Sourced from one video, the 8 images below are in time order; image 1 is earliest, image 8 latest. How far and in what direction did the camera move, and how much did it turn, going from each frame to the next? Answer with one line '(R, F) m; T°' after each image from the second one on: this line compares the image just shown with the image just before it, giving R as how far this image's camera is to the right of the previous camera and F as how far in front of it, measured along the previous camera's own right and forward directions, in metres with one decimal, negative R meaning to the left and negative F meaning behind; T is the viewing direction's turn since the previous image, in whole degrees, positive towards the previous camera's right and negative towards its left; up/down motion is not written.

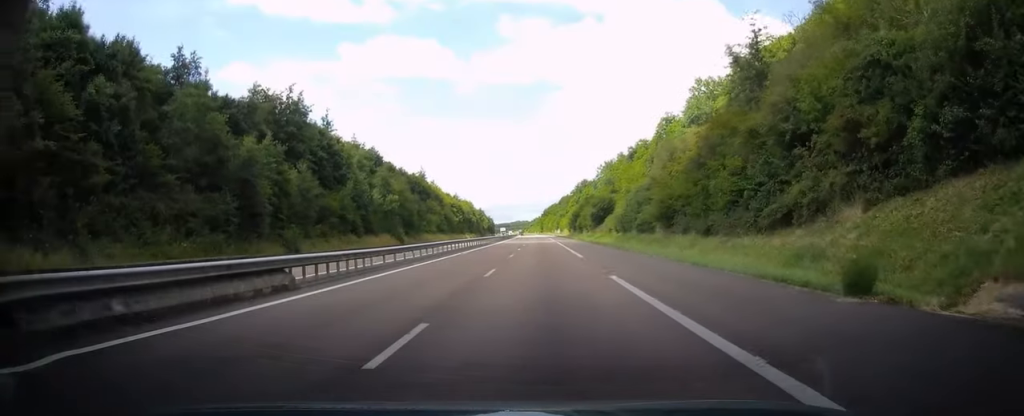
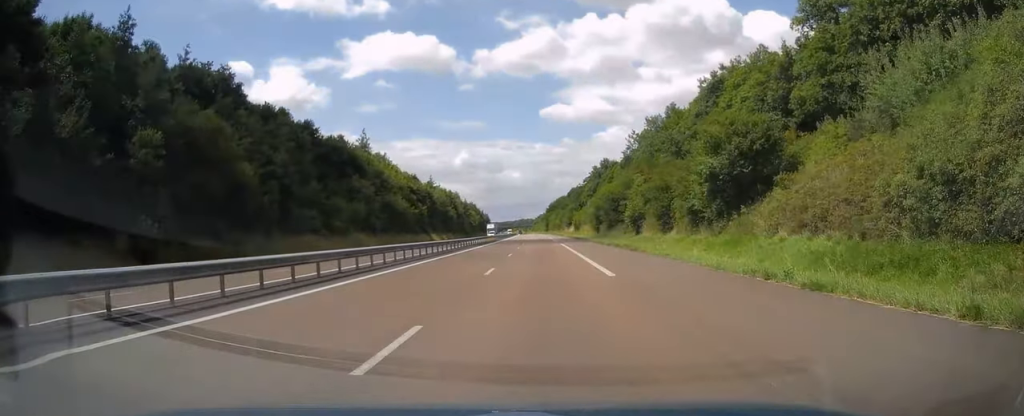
(-0.3, +65.7) m; -1°
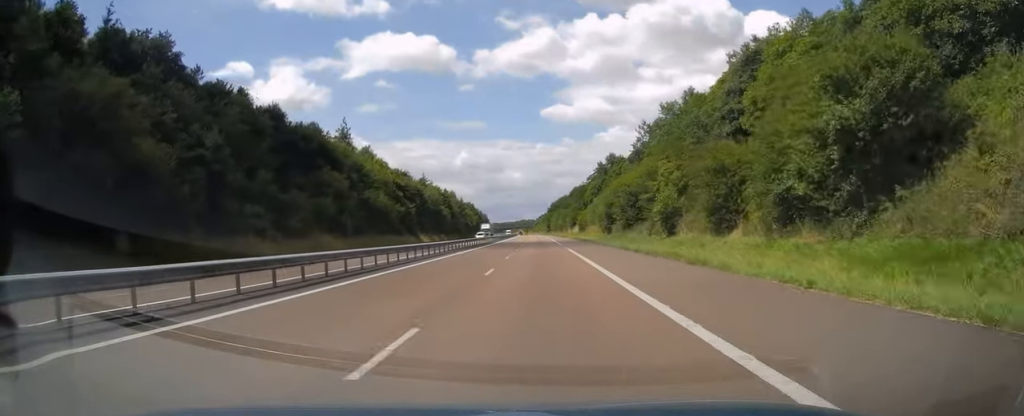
(0.0, +13.3) m; 0°
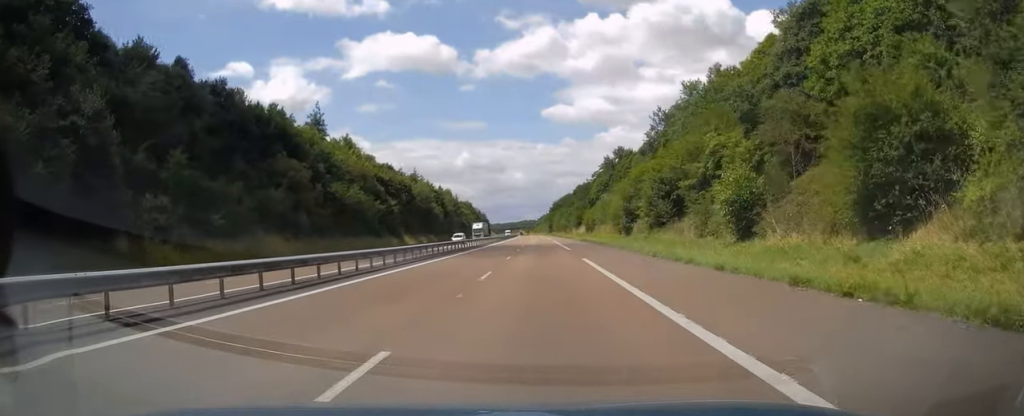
(0.0, +14.7) m; 0°
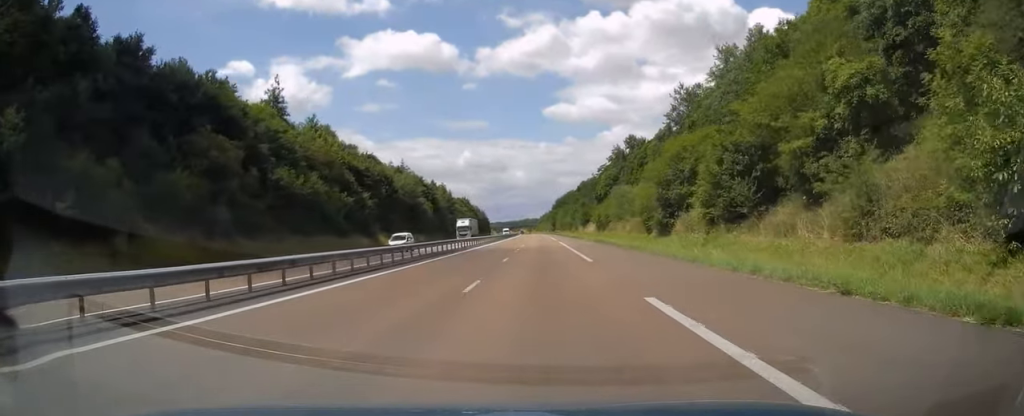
(0.0, +16.7) m; 0°
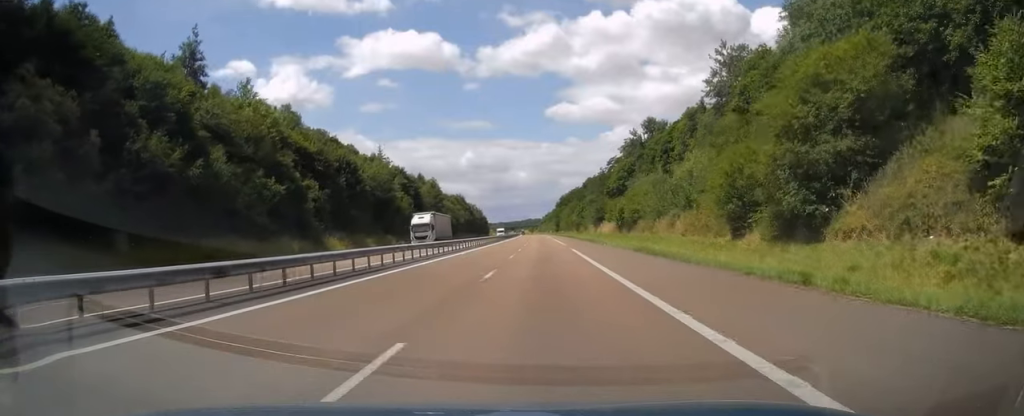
(0.0, +22.1) m; 0°
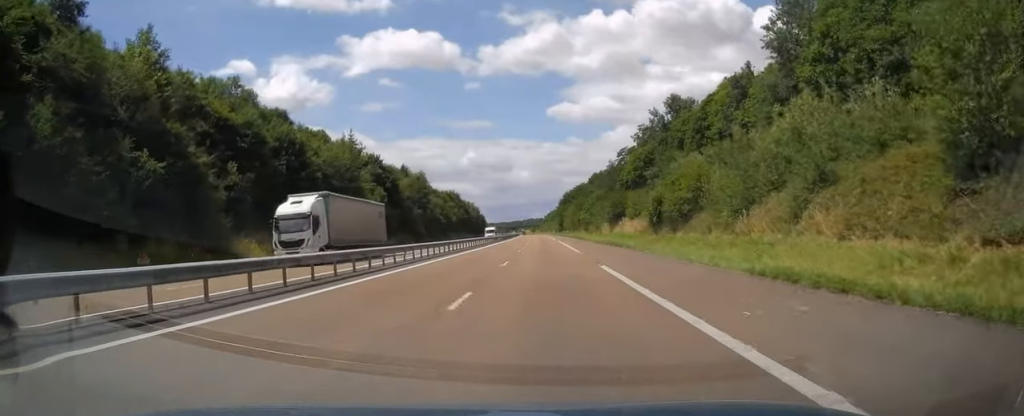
(0.0, +20.2) m; 0°
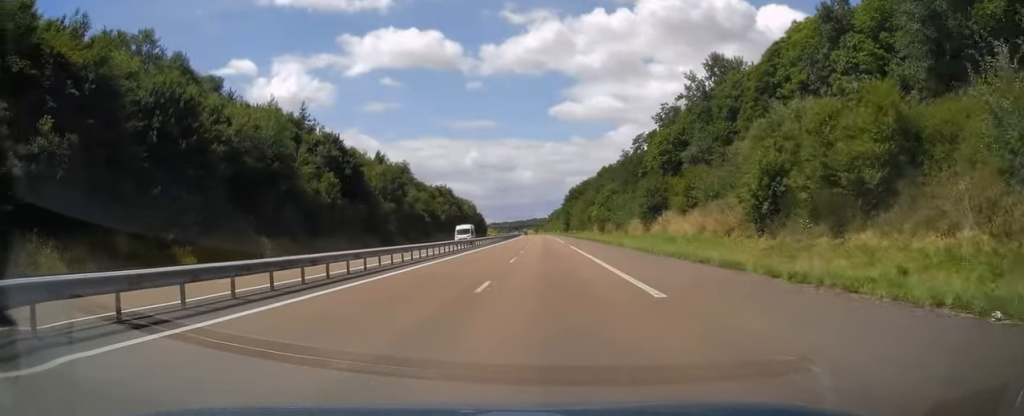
(-0.3, +23.1) m; 0°
